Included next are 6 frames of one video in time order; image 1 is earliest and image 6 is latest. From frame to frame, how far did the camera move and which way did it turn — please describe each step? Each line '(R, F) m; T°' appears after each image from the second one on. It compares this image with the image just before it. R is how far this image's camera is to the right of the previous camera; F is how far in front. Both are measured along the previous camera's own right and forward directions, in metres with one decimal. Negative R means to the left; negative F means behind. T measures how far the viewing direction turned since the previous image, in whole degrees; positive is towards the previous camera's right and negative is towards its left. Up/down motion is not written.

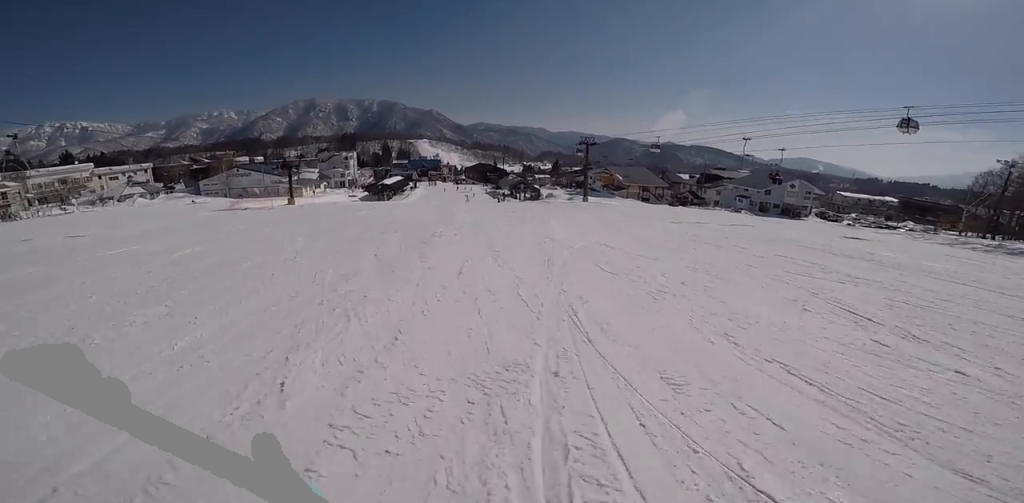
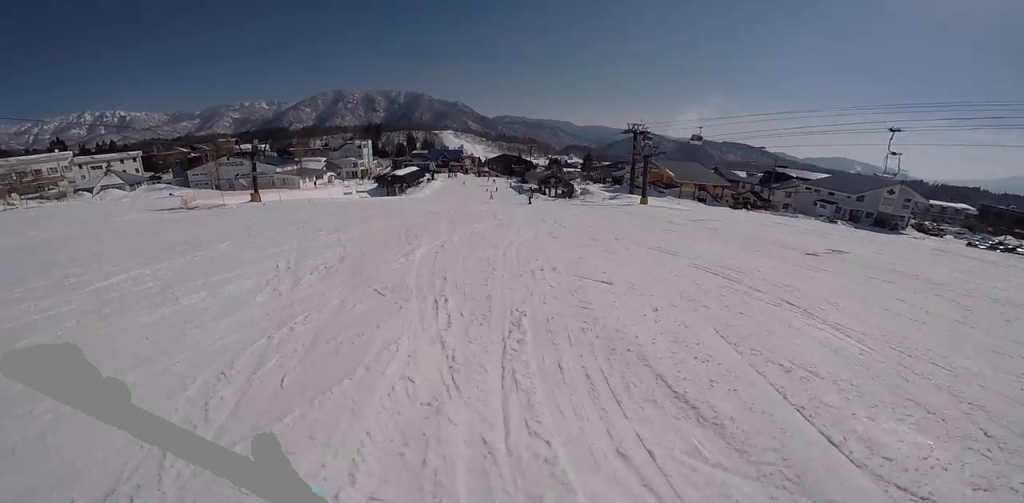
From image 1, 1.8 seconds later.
(-0.2, +15.6) m; 0°
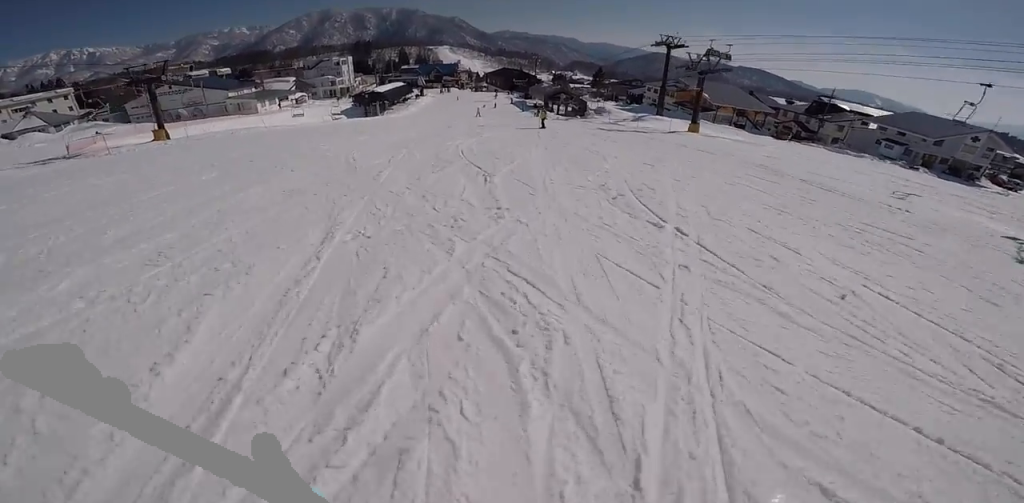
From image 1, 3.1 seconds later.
(-0.6, +11.6) m; -5°
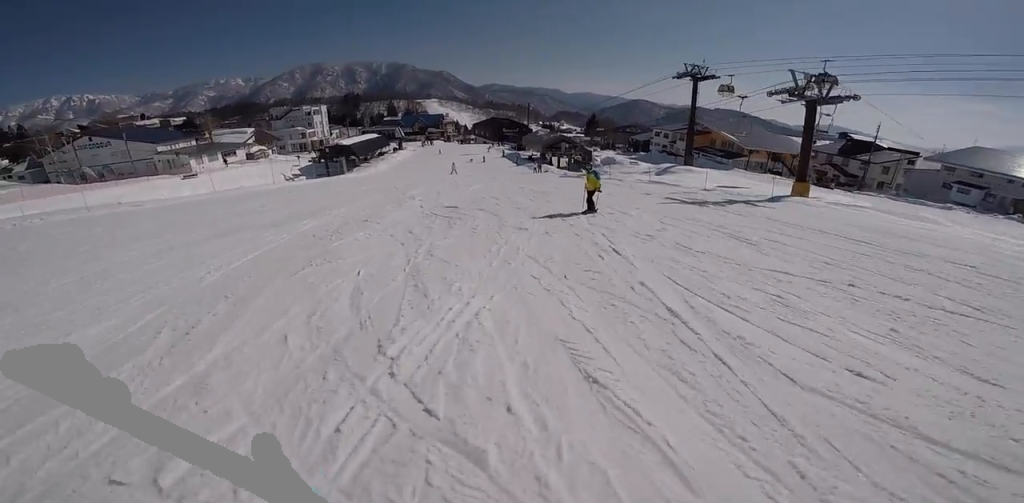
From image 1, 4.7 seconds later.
(0.0, +15.9) m; 0°
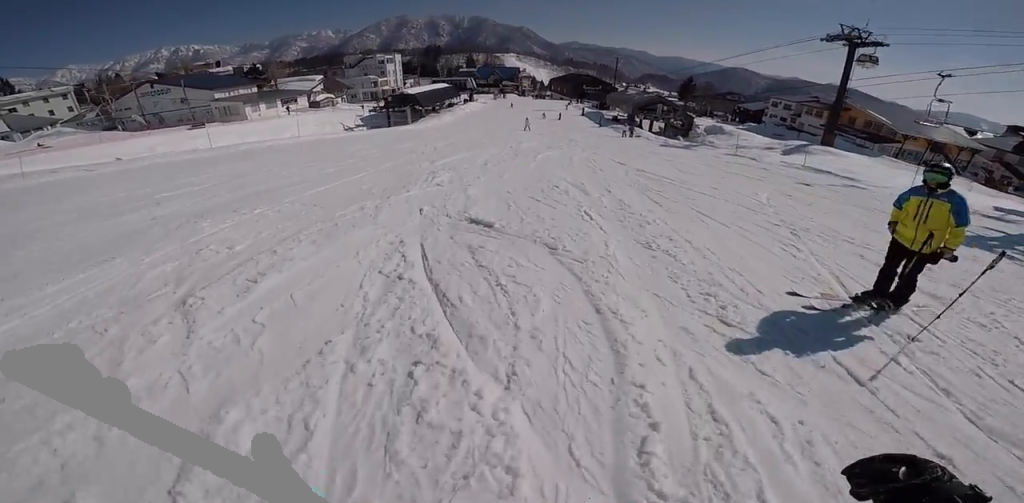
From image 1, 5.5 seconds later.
(0.0, +7.9) m; 0°
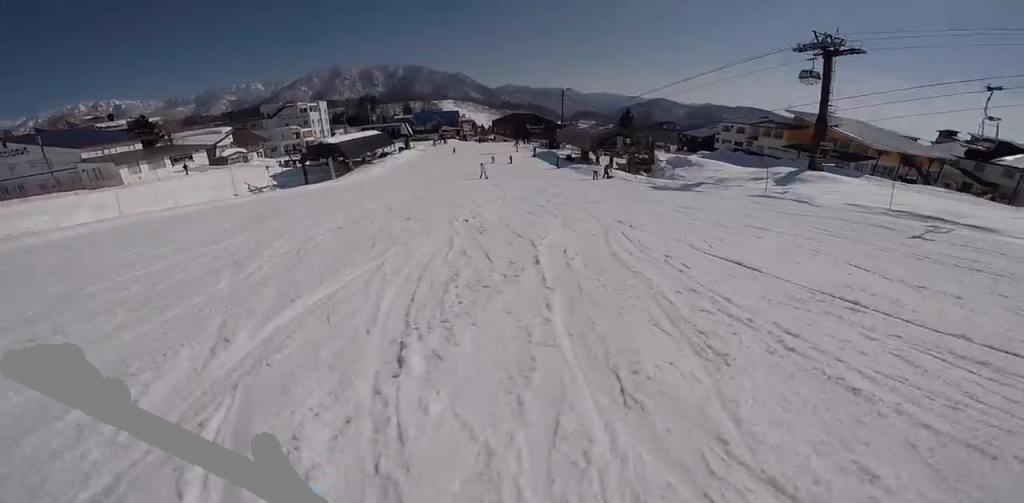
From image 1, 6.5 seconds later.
(+0.1, +9.3) m; +5°
